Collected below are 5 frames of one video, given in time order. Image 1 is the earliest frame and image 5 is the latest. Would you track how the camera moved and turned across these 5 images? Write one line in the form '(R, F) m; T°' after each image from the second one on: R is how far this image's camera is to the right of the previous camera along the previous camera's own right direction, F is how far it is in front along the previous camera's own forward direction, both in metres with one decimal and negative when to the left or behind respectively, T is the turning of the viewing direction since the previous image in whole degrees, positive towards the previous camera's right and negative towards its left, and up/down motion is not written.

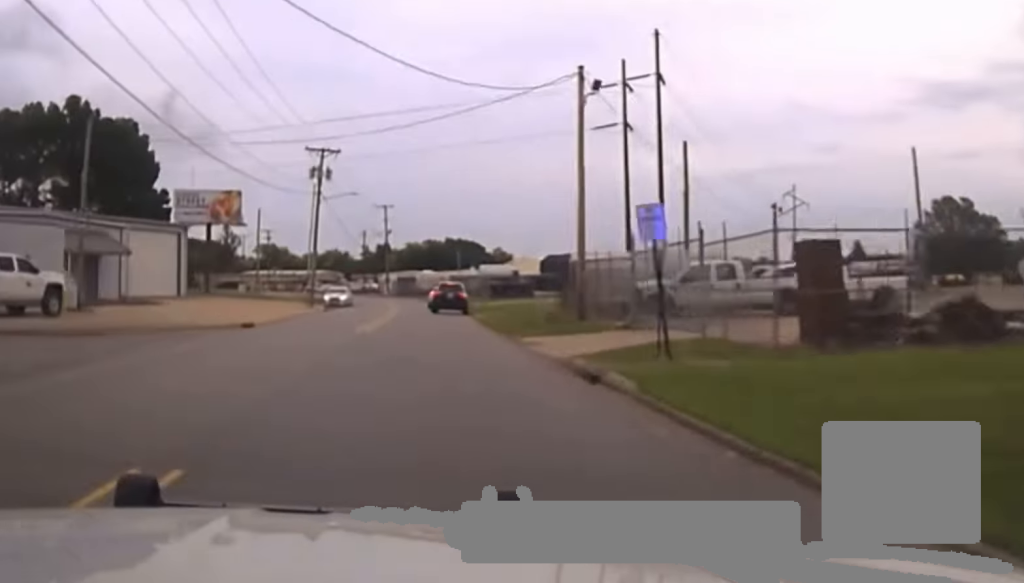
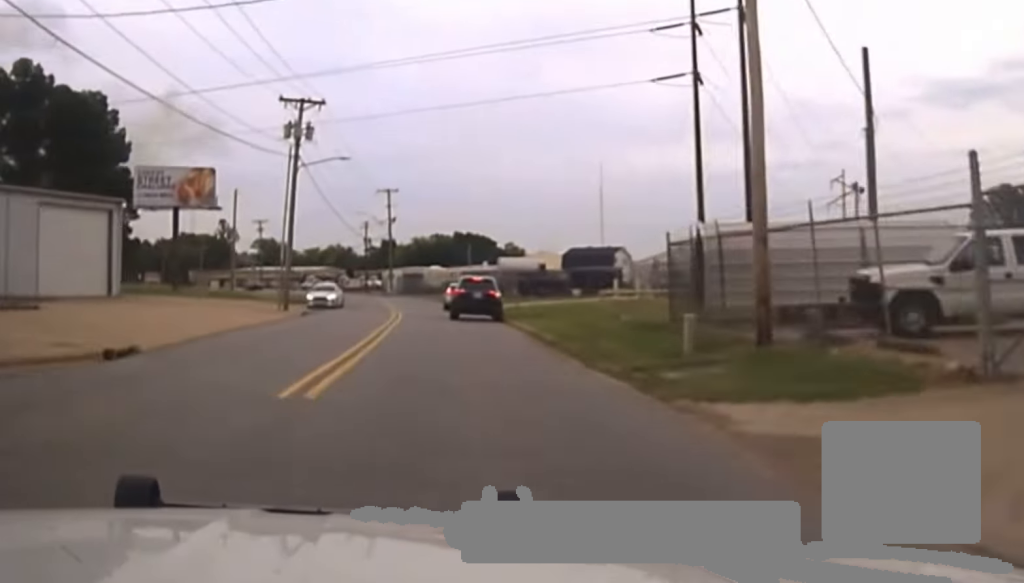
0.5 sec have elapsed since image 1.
(-0.1, +19.8) m; 0°
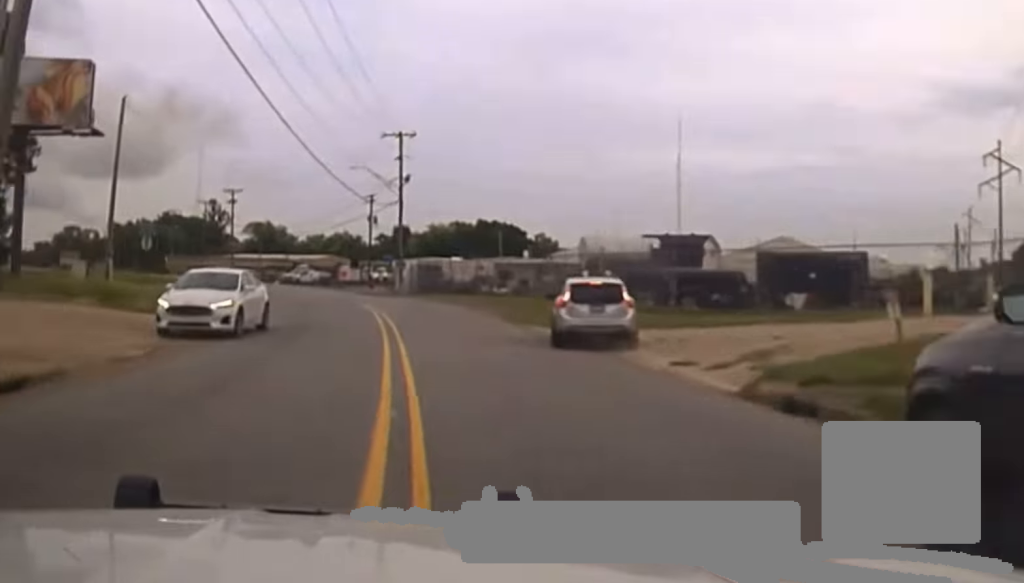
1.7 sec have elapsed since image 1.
(-0.2, +45.2) m; 0°
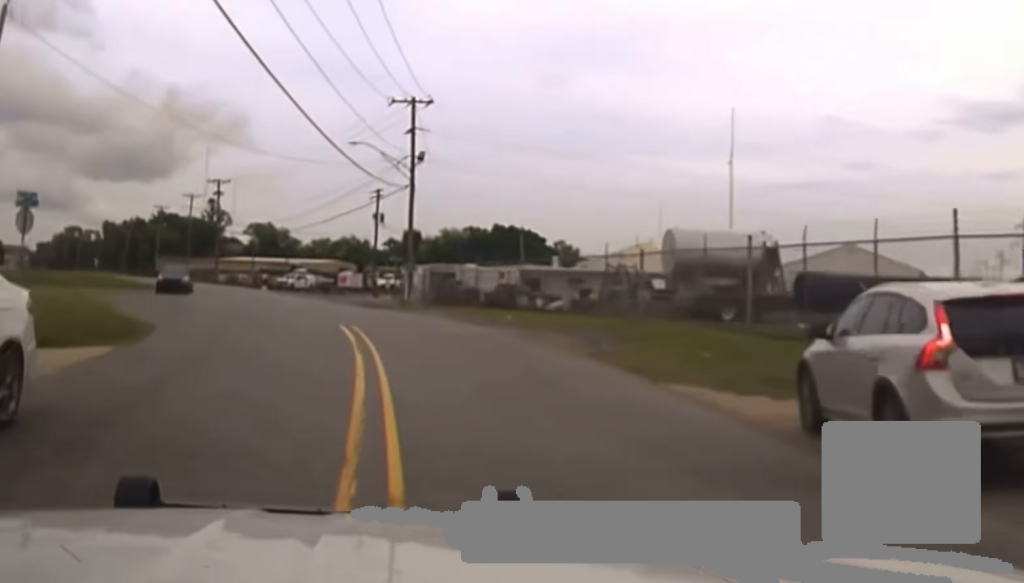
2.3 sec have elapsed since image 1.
(+0.3, +21.6) m; 0°
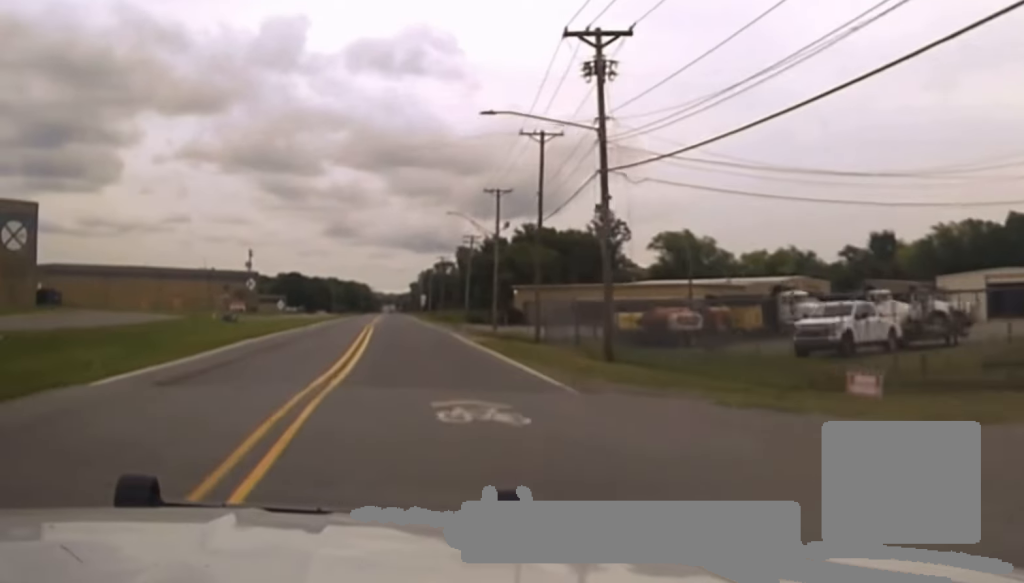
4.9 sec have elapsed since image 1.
(-15.1, +84.8) m; -22°
